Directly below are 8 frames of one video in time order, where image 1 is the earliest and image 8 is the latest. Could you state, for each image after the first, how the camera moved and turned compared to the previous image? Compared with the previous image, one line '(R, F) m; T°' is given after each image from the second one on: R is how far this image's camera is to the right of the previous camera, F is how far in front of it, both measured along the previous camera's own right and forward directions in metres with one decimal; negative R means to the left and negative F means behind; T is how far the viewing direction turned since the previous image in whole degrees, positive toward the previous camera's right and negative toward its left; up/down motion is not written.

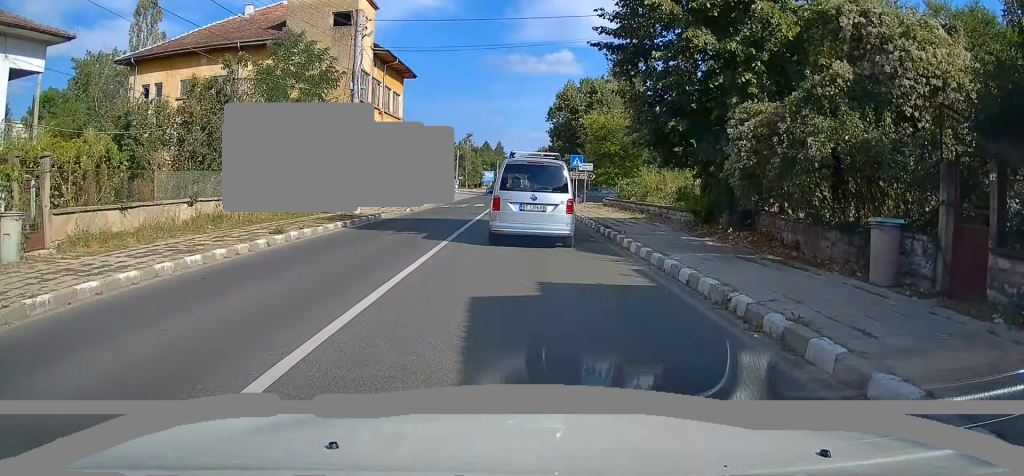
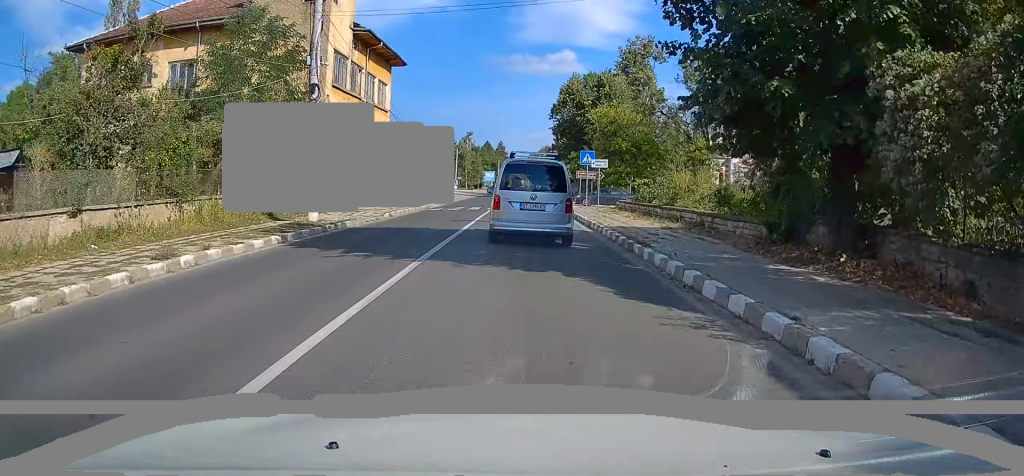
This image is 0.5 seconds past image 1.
(-0.1, +5.4) m; -1°
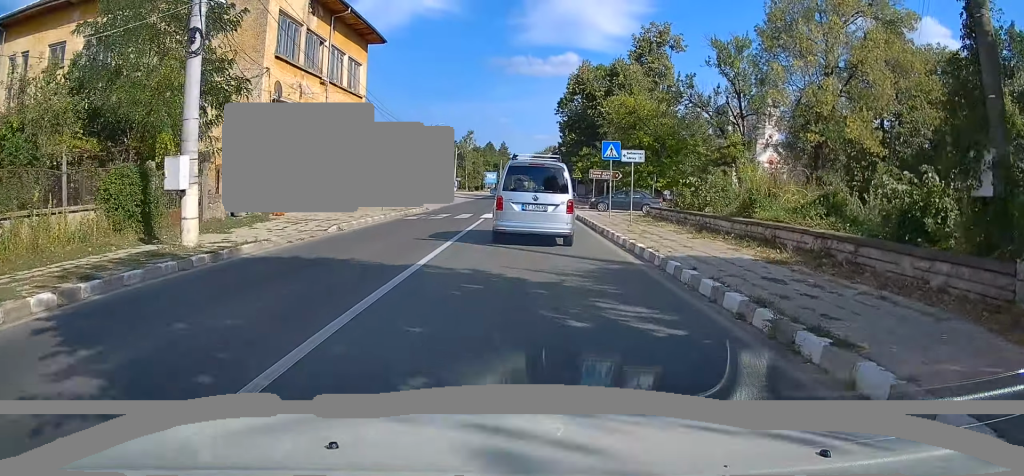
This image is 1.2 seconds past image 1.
(0.0, +7.9) m; +2°
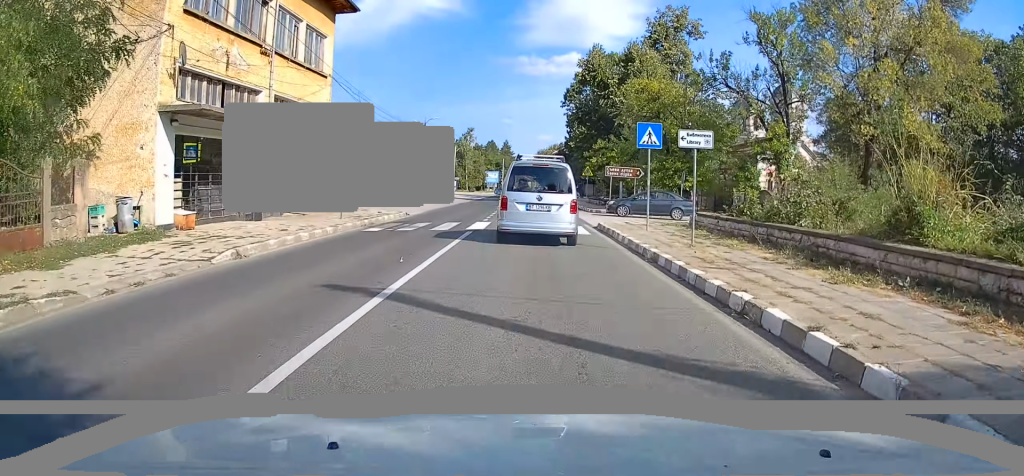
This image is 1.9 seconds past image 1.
(+0.2, +7.2) m; 0°
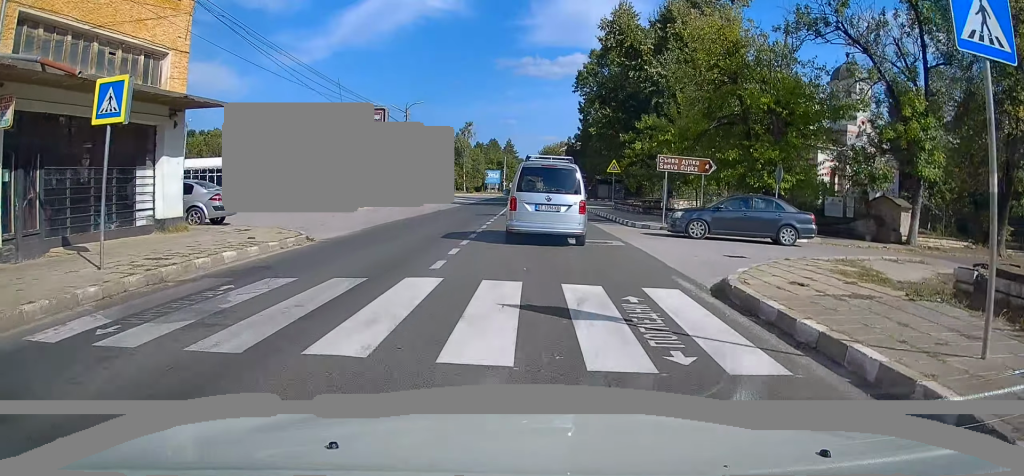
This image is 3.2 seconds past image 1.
(-0.1, +13.7) m; -2°
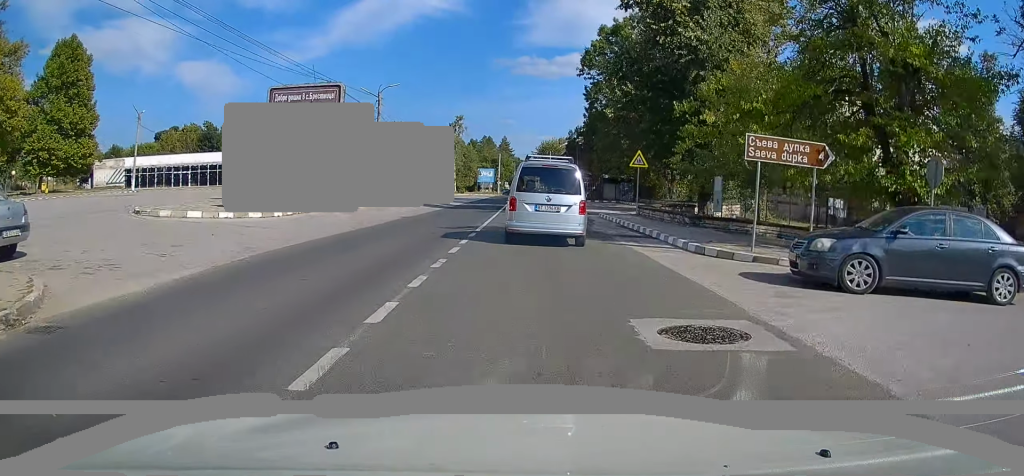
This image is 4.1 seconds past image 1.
(-0.1, +9.9) m; +1°
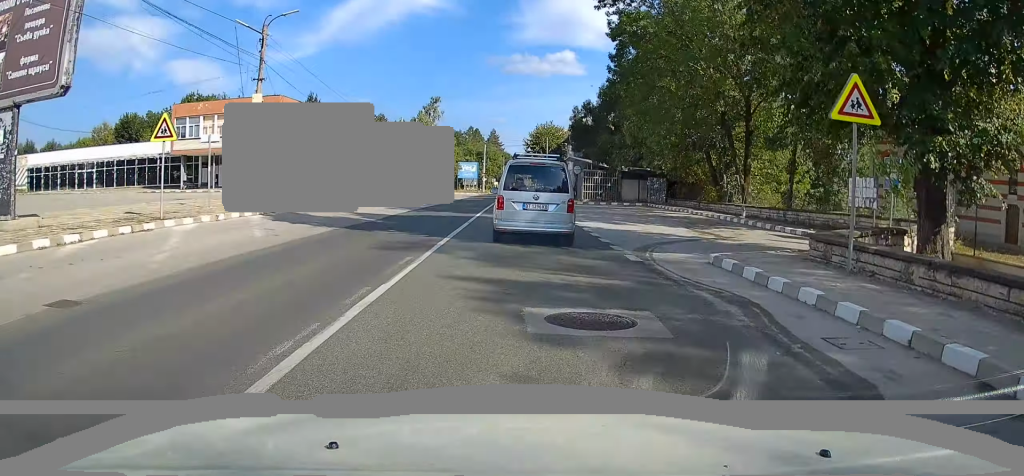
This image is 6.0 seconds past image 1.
(+0.2, +20.9) m; 0°
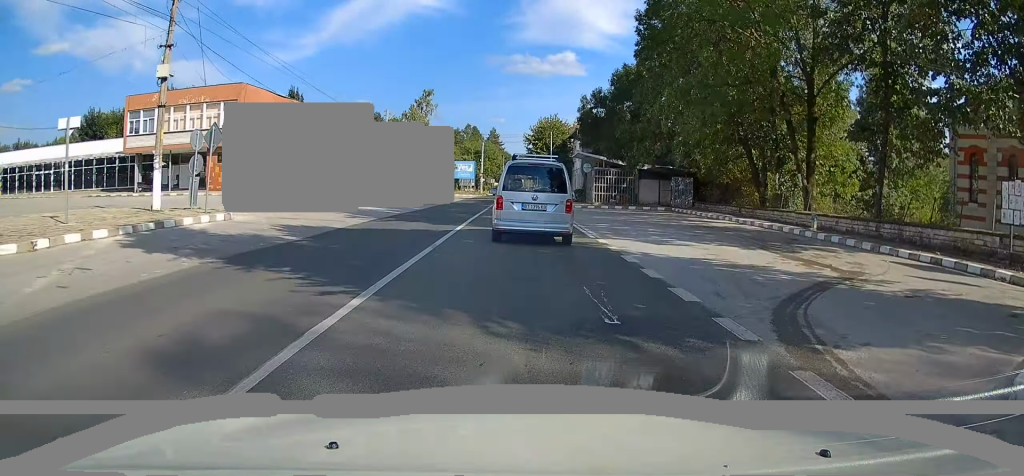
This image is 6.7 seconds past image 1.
(0.0, +8.1) m; 0°
